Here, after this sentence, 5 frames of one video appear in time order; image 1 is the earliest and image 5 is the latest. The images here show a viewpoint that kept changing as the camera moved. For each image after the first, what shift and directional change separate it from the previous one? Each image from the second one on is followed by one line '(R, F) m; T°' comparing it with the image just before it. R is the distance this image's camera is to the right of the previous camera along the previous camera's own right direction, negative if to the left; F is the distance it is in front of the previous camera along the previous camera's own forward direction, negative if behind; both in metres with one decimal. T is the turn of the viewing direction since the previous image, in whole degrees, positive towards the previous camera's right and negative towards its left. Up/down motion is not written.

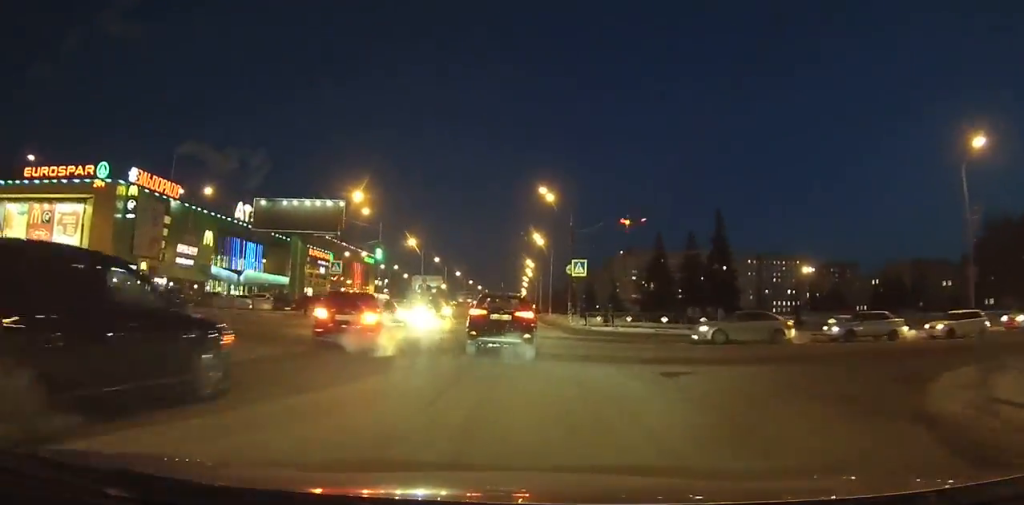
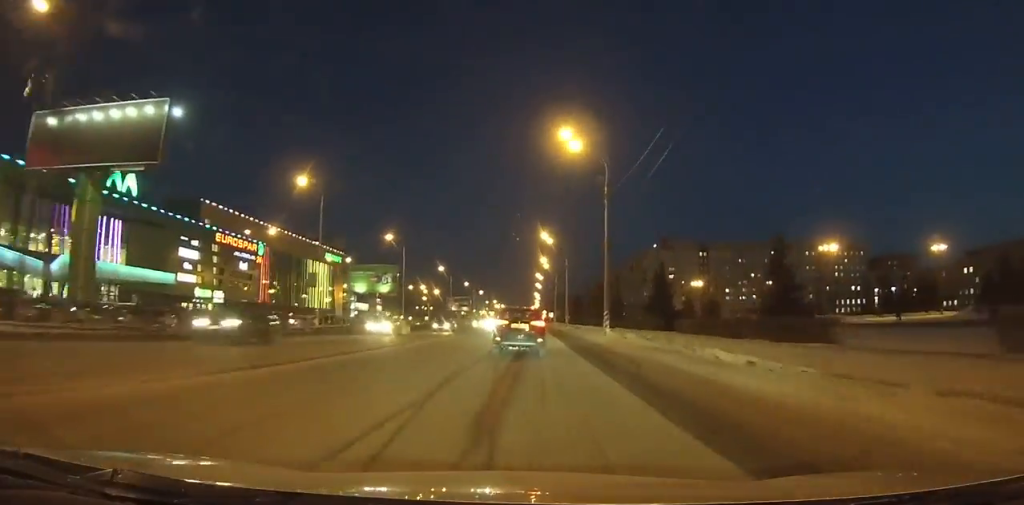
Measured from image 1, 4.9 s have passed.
(-0.3, +52.3) m; -1°
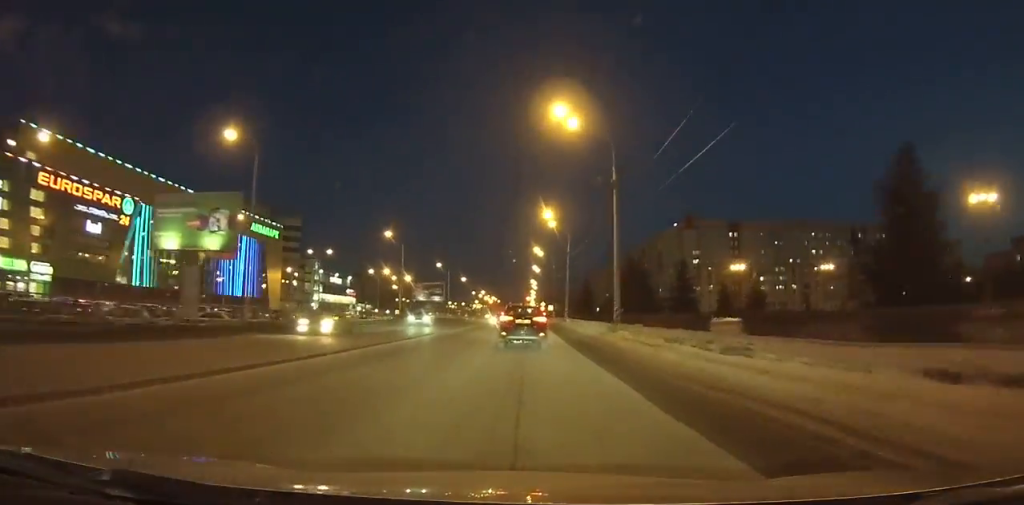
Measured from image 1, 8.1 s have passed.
(-0.2, +39.8) m; 0°
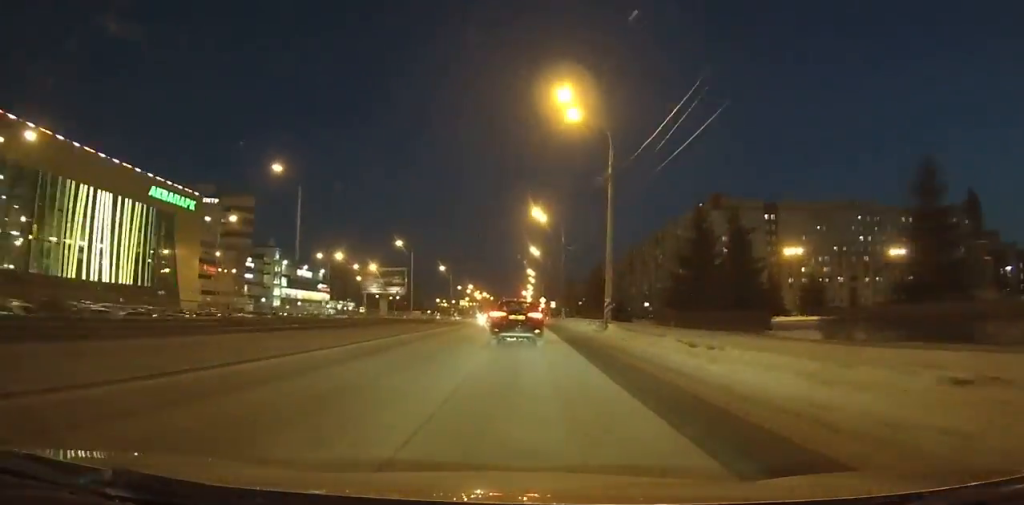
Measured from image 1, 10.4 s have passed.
(+0.1, +28.7) m; +1°
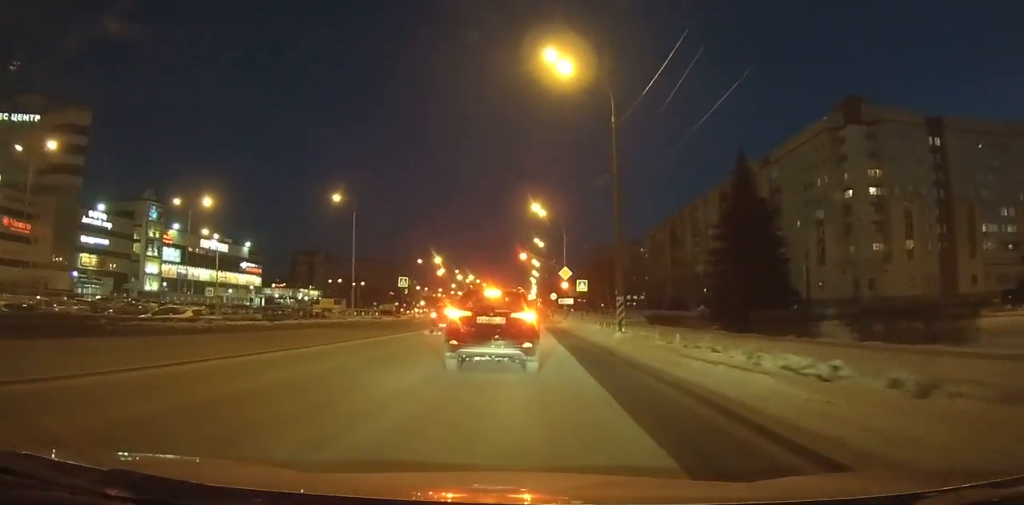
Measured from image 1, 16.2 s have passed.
(+0.8, +57.3) m; +1°
